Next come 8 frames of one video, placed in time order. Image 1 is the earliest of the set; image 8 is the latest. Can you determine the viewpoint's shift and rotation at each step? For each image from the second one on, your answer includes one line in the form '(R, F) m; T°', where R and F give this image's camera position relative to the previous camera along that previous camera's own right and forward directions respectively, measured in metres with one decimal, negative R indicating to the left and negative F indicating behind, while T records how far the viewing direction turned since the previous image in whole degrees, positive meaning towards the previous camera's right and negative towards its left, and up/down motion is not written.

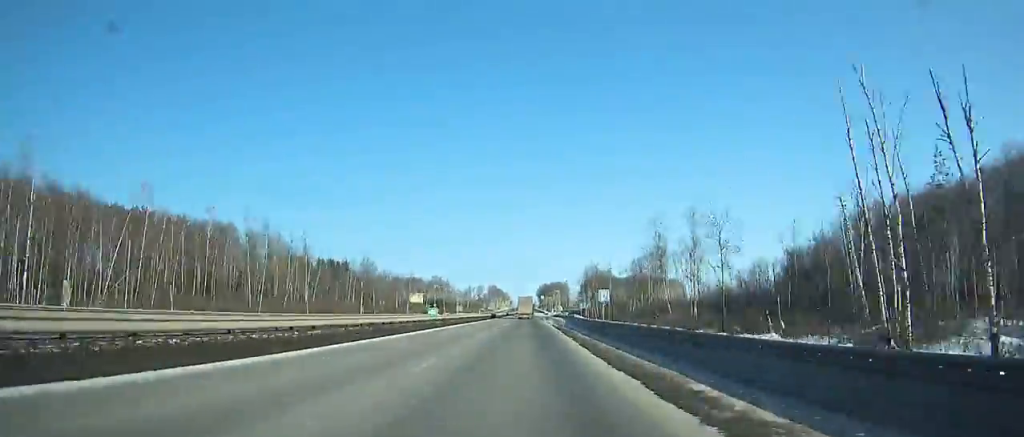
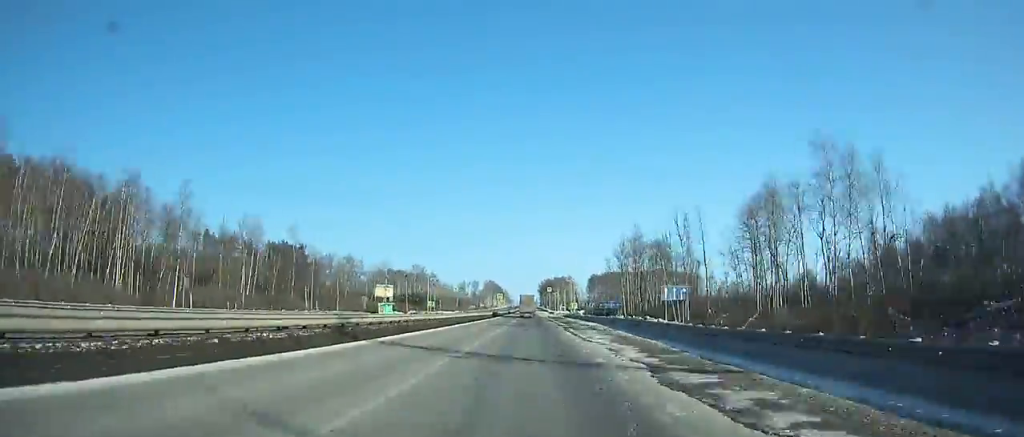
(-0.1, +59.2) m; 0°
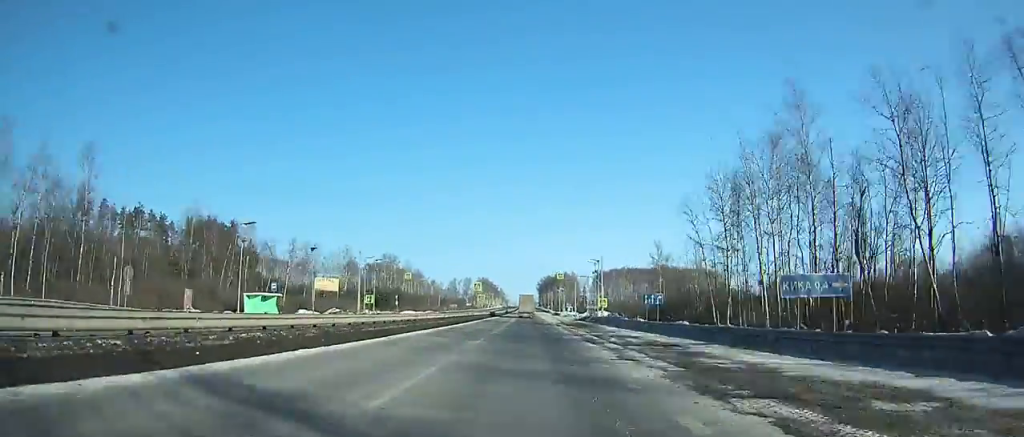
(+0.2, +55.6) m; 0°
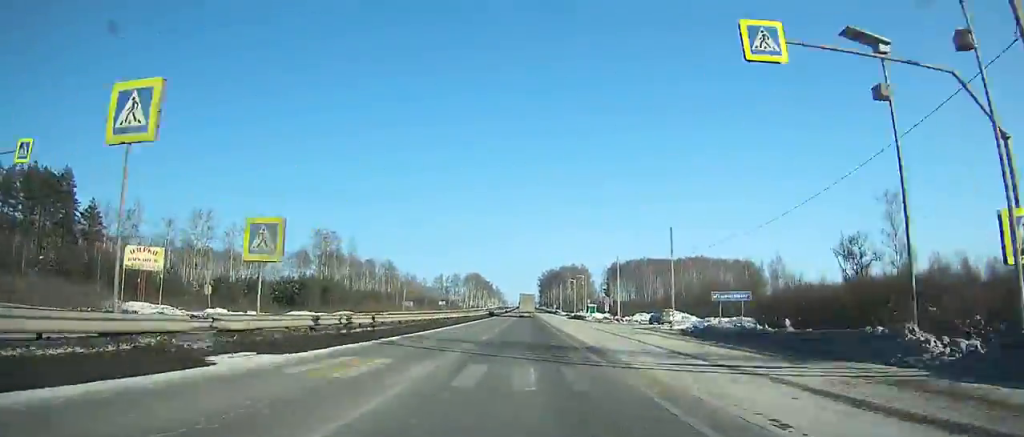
(+0.1, +73.9) m; 0°
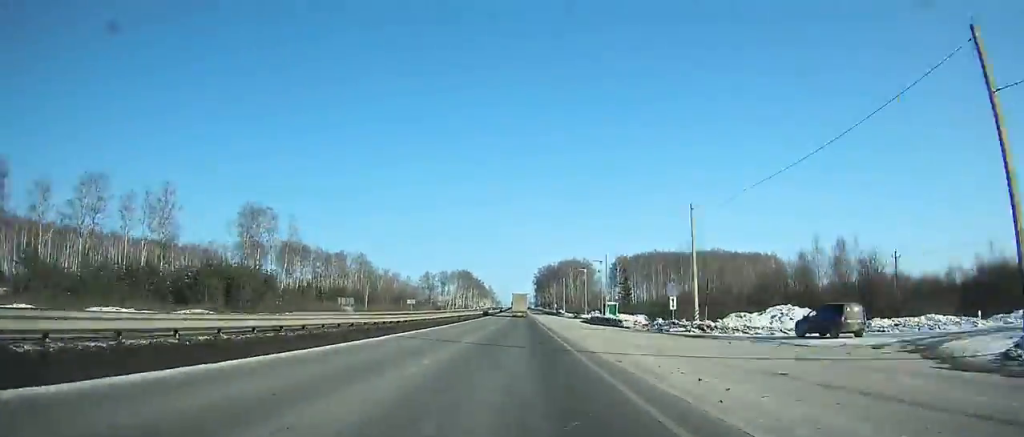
(0.0, +39.9) m; 0°
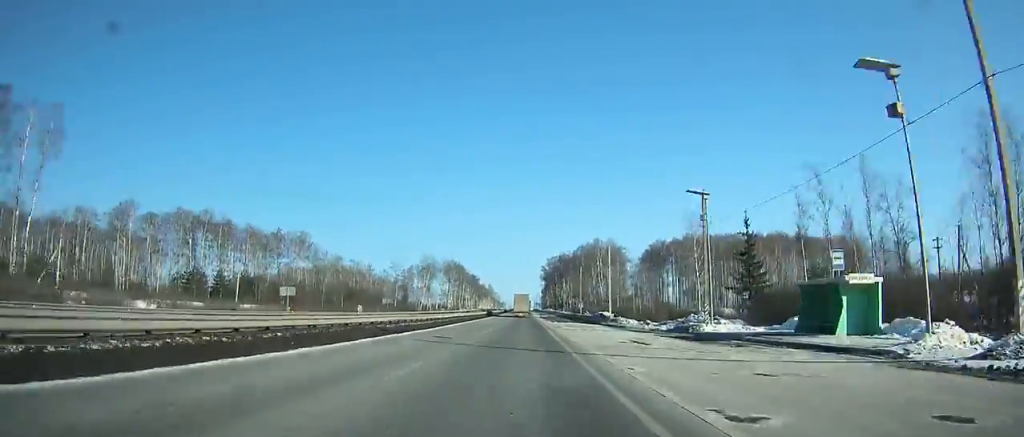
(-0.1, +72.3) m; 0°
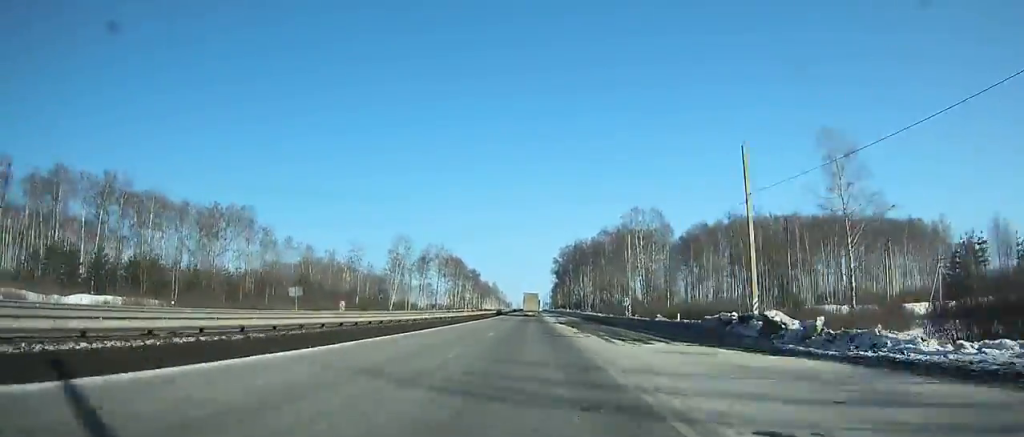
(-0.1, +44.2) m; 0°
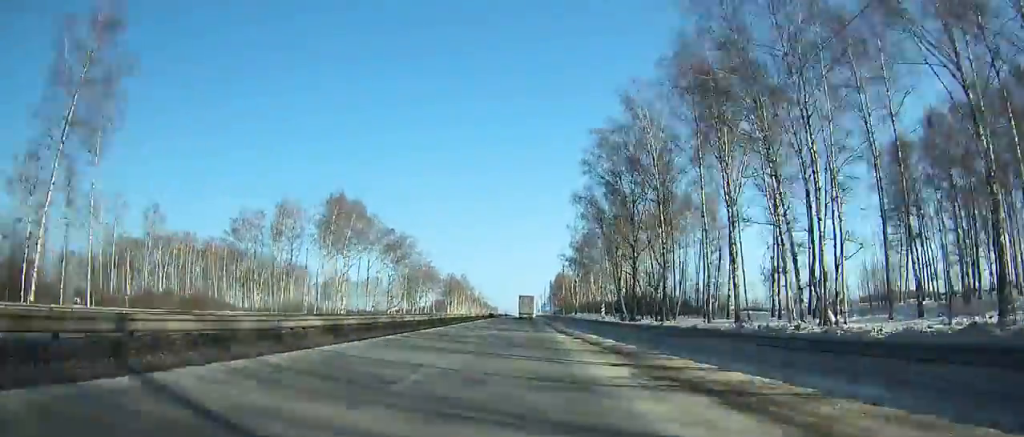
(+1.5, +150.2) m; +1°
